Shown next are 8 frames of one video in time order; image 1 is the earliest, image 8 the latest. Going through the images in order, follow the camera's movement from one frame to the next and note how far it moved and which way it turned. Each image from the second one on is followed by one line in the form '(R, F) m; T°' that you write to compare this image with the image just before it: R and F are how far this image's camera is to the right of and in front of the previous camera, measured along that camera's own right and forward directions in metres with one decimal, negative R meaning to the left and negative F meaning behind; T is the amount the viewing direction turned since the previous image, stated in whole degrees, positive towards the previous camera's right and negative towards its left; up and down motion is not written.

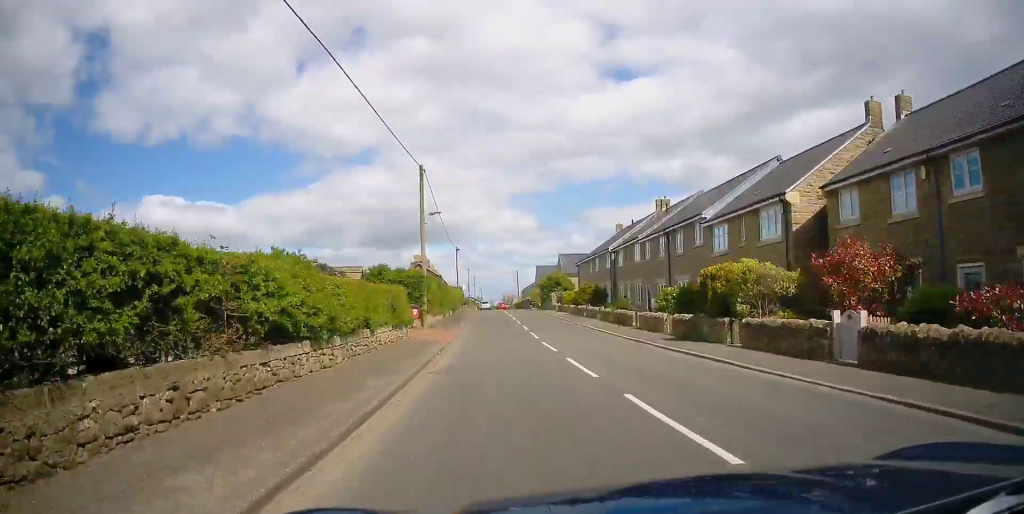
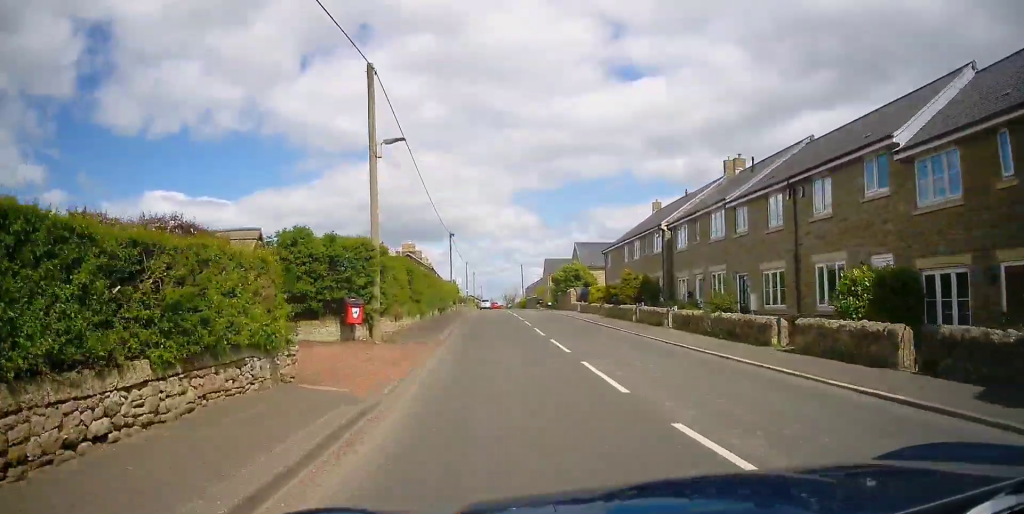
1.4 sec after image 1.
(+0.3, +12.9) m; +2°
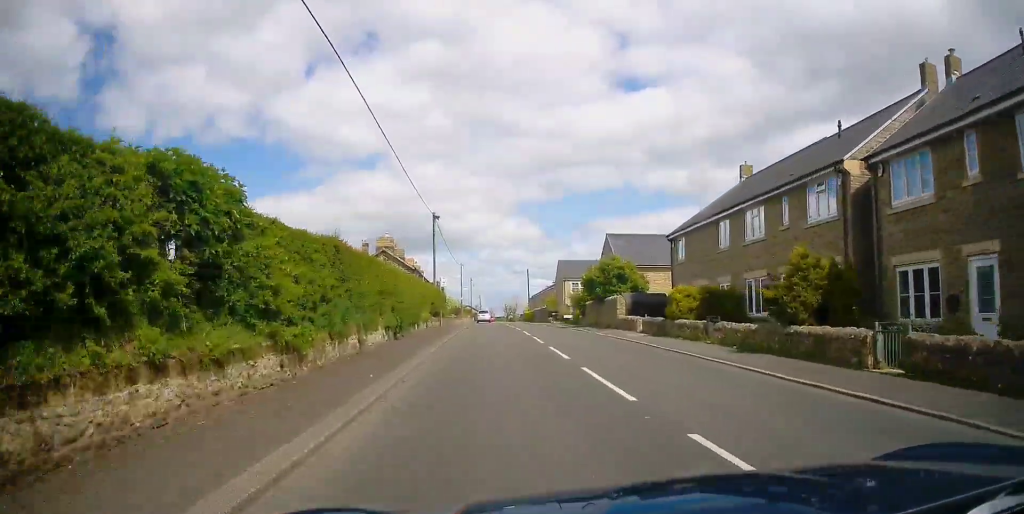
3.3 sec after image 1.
(-0.3, +17.9) m; -1°
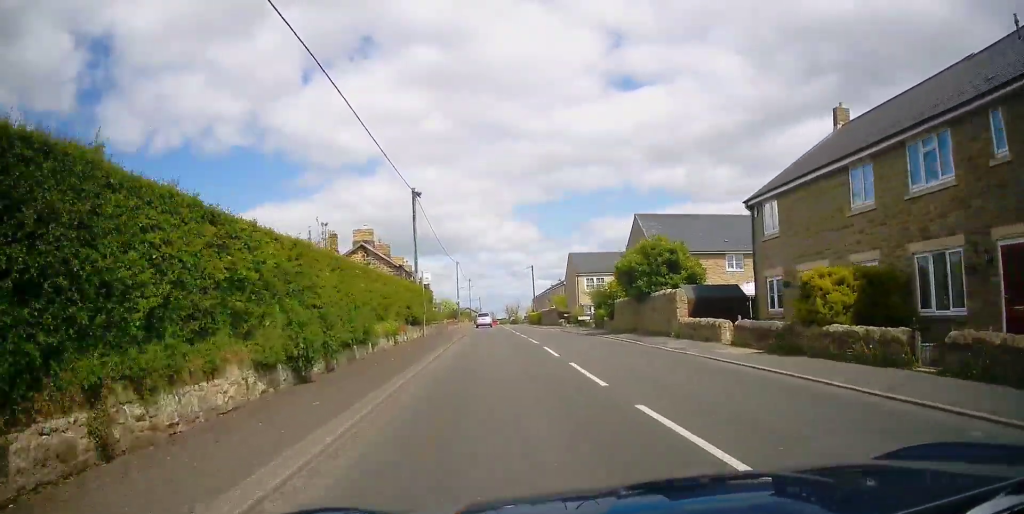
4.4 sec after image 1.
(+0.2, +10.2) m; +1°
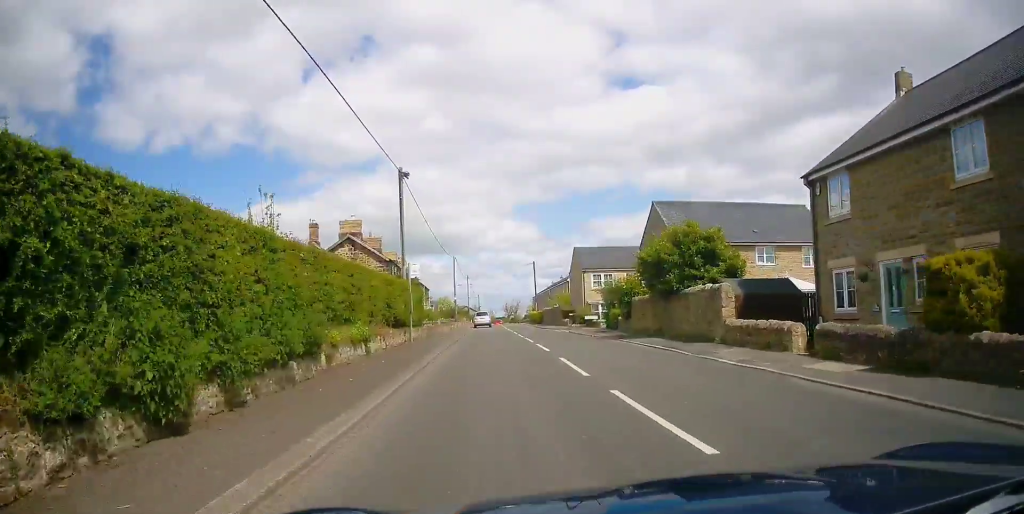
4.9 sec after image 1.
(+0.1, +4.8) m; 0°
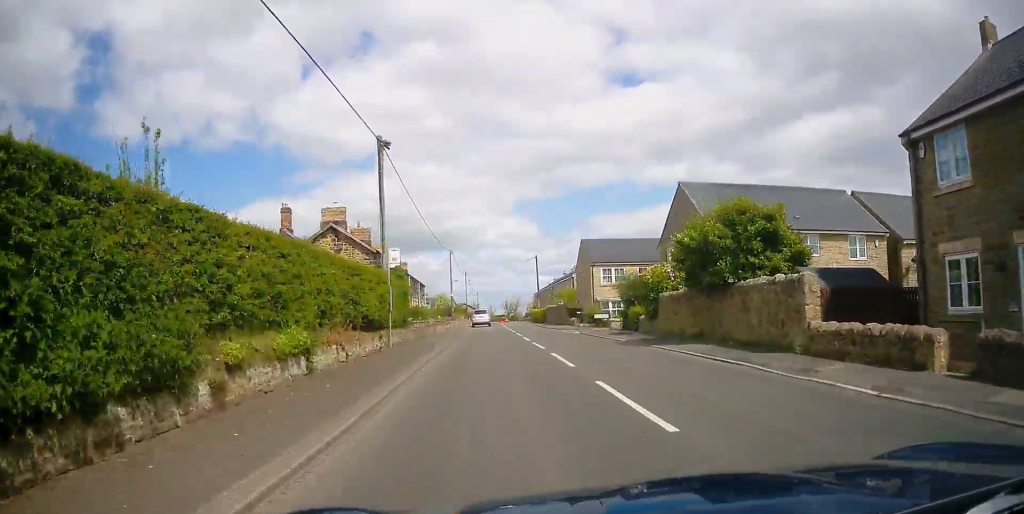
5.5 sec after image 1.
(-0.1, +4.9) m; -1°
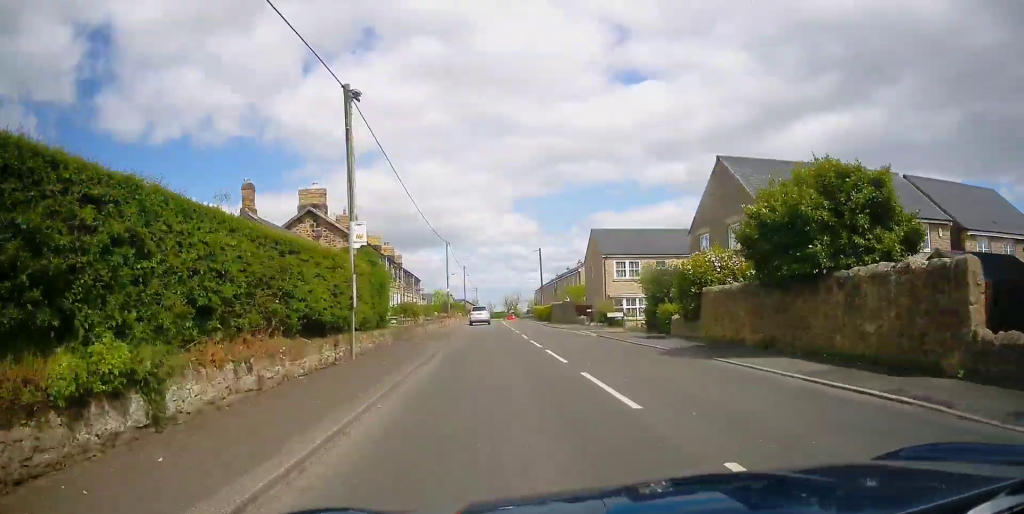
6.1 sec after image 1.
(-0.1, +5.2) m; 0°
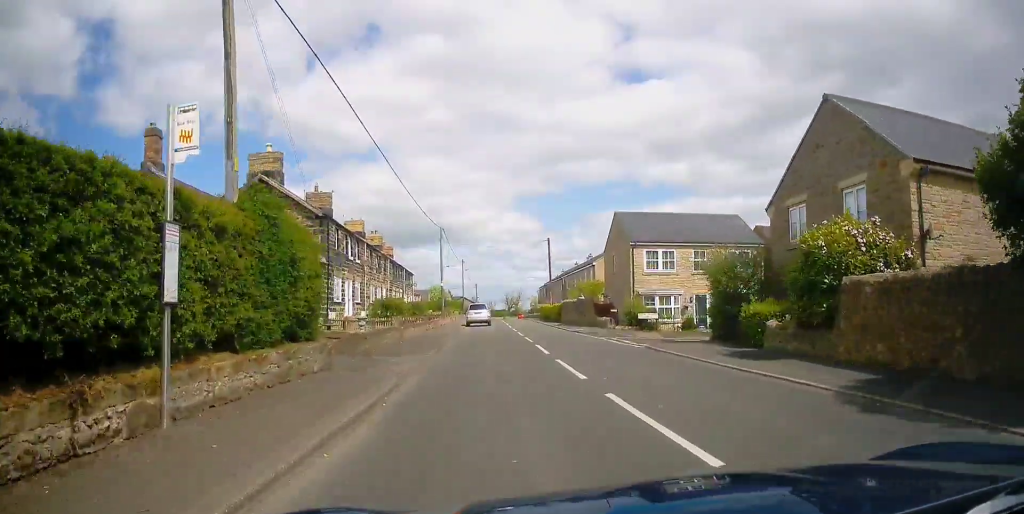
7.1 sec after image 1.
(+0.1, +8.4) m; +1°
